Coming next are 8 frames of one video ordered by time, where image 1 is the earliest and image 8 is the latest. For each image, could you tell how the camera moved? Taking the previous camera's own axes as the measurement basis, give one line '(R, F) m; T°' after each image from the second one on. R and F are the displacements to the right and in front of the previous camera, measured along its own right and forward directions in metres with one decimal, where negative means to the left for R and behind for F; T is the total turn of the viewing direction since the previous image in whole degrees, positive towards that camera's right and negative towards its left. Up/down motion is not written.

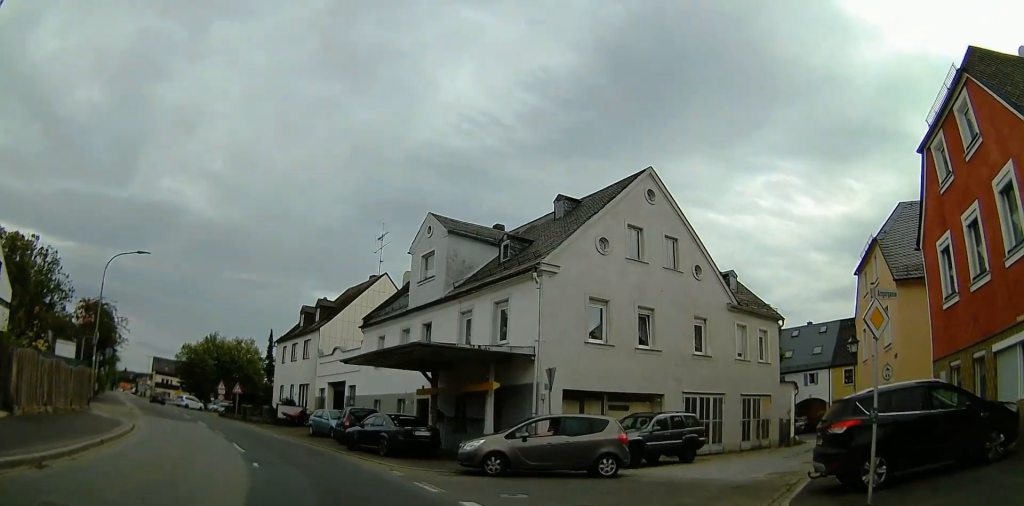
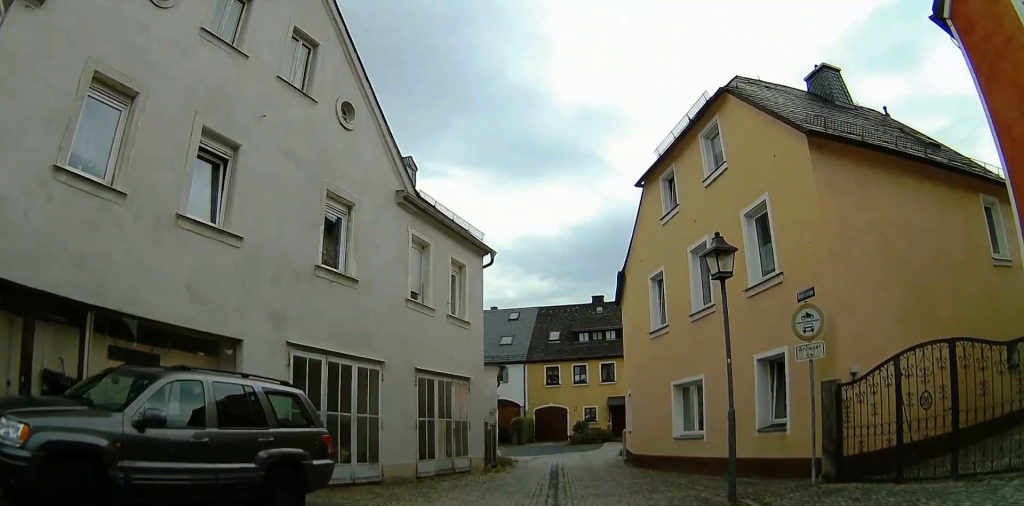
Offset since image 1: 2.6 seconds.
(+4.3, +12.8) m; +29°
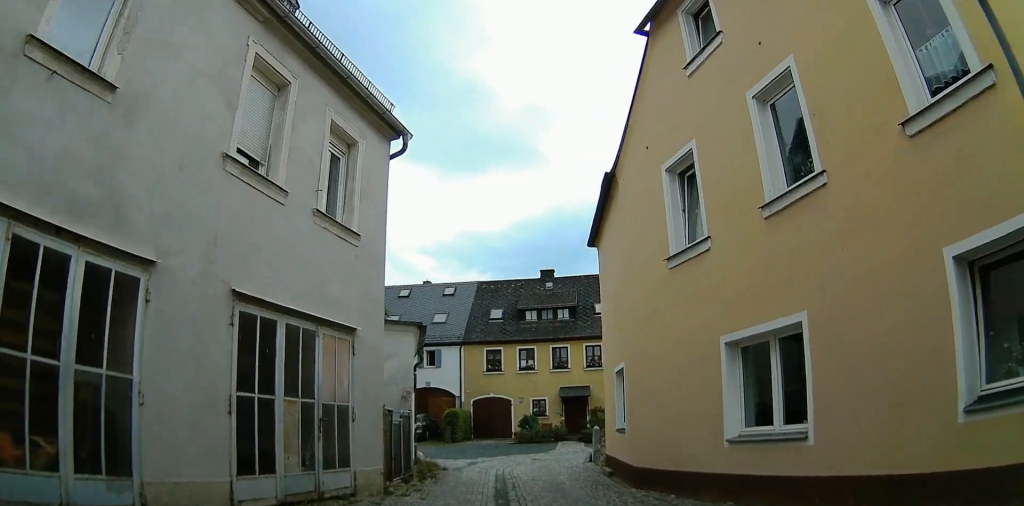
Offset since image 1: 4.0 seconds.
(+0.6, +7.2) m; +6°
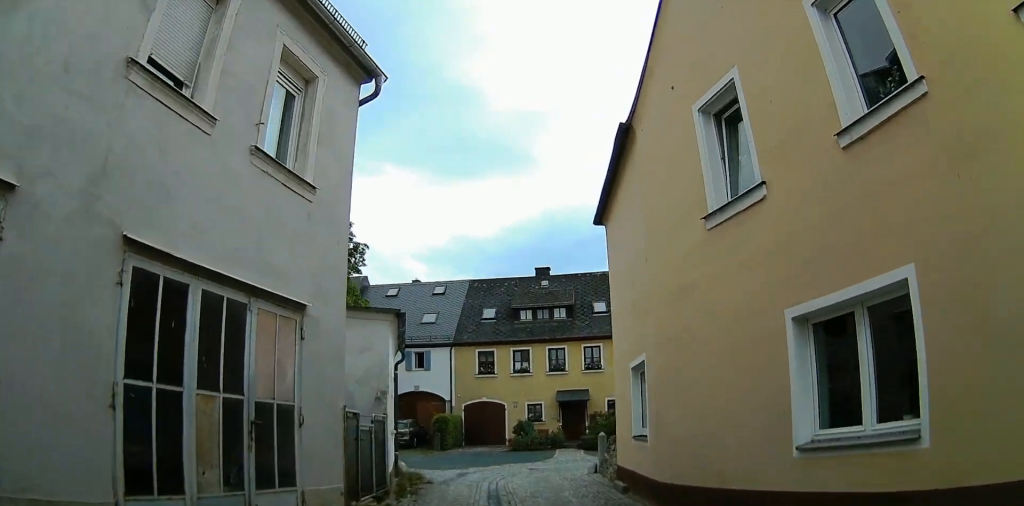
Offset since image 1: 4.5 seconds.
(-0.2, +2.1) m; -3°
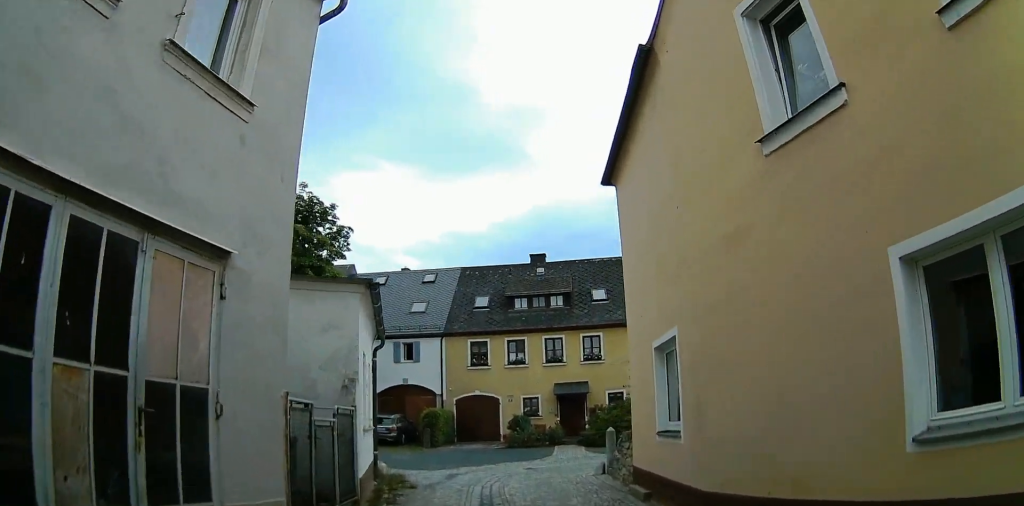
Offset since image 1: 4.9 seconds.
(-0.1, +2.0) m; -3°
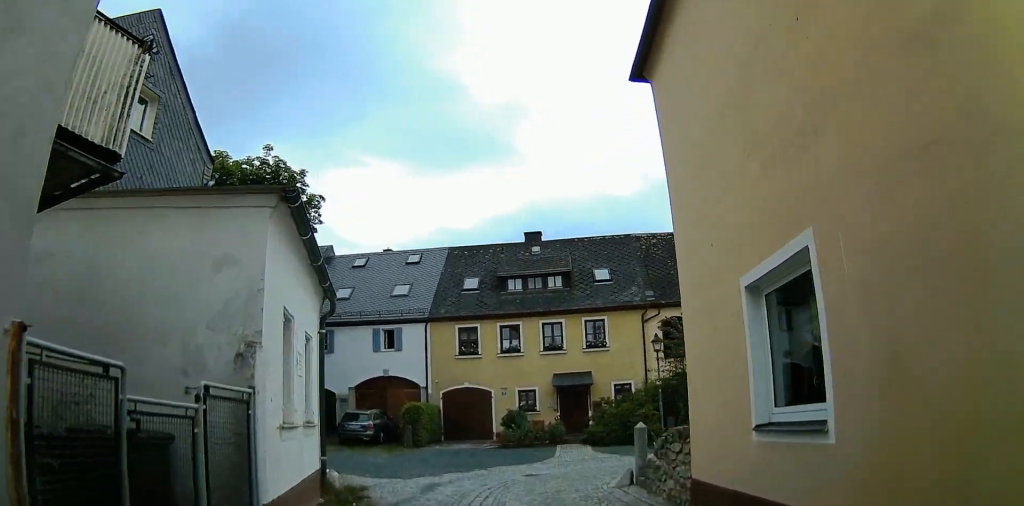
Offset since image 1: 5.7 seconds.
(0.0, +3.4) m; +2°
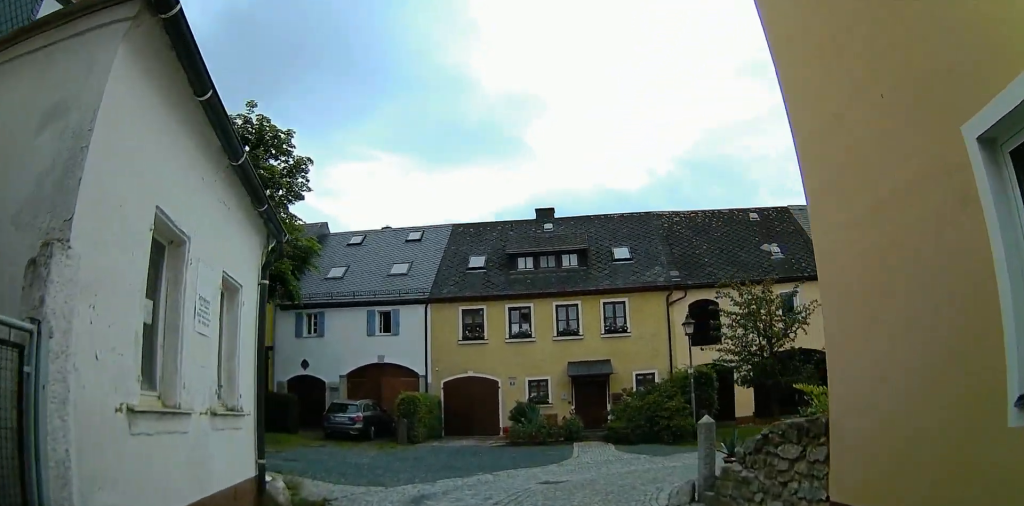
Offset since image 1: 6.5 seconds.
(+0.1, +2.8) m; +4°
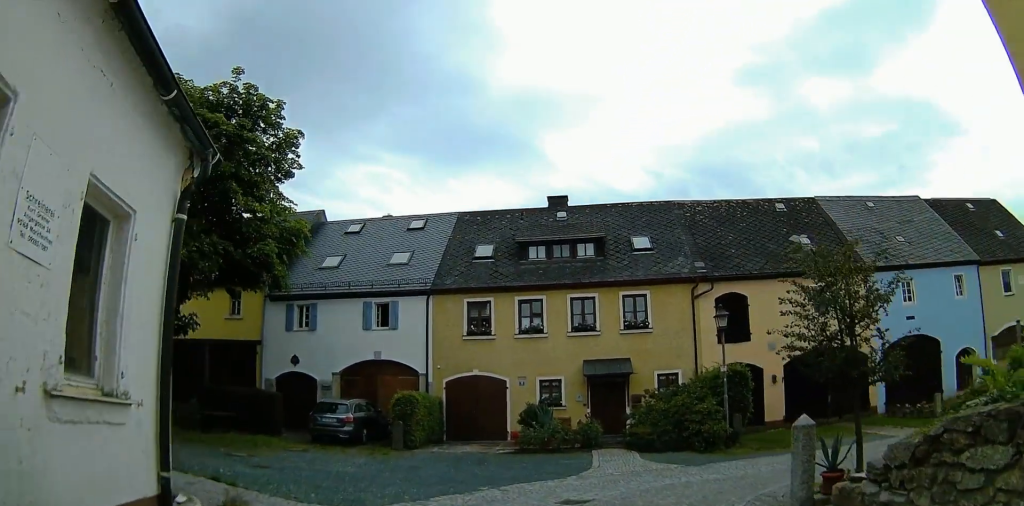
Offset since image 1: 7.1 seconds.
(+0.1, +2.2) m; +4°
